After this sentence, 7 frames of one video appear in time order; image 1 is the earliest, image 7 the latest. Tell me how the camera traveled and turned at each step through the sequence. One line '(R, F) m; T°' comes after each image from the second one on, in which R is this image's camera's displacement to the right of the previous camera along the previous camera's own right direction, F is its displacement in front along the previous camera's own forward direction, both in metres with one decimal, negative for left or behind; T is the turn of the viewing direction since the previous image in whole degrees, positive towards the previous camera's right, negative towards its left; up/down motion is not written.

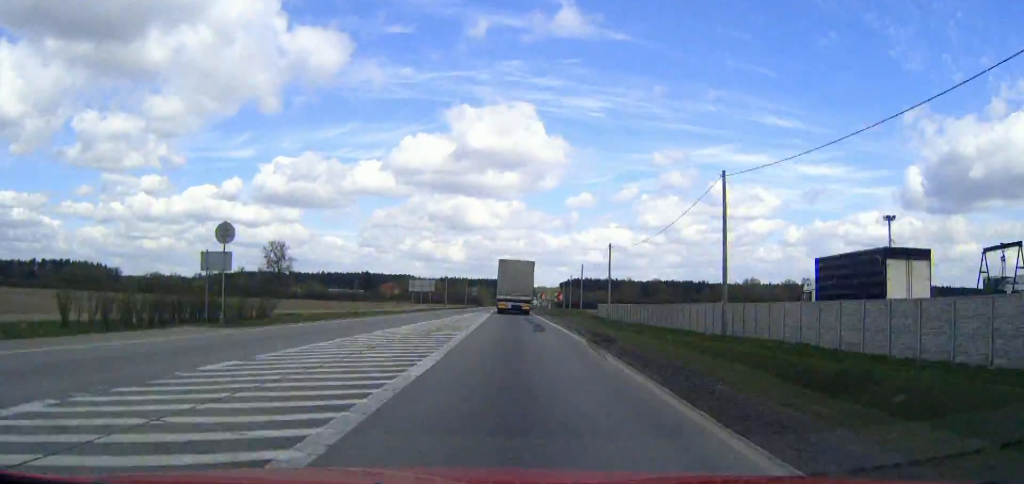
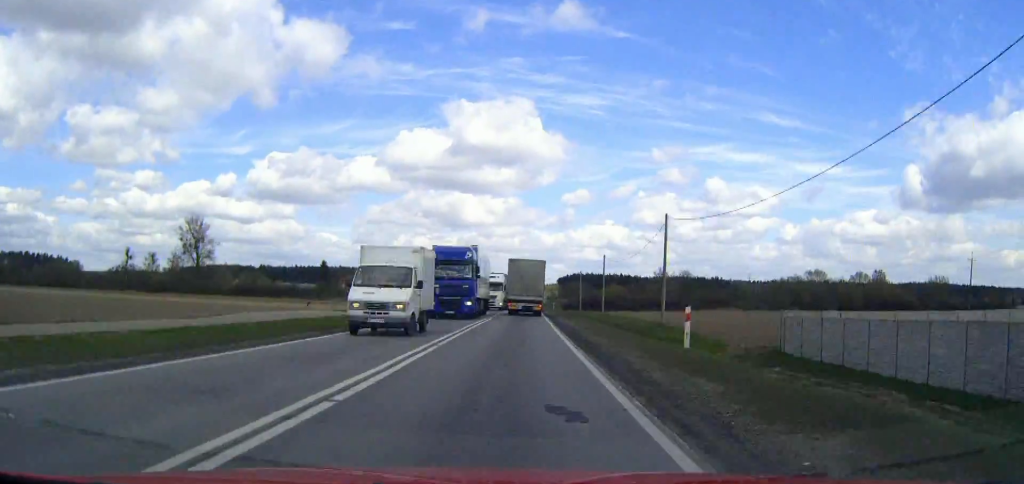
(+0.6, +77.7) m; +1°
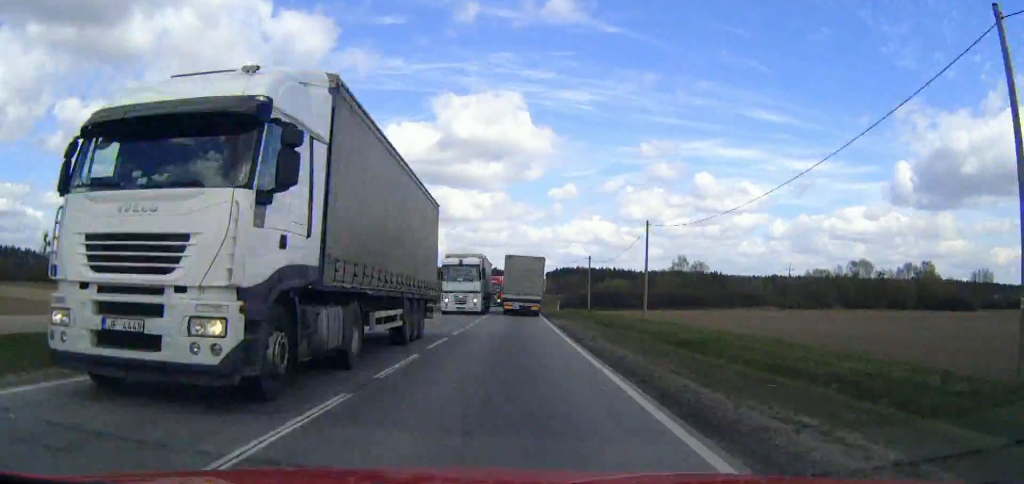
(+0.2, +42.8) m; +1°
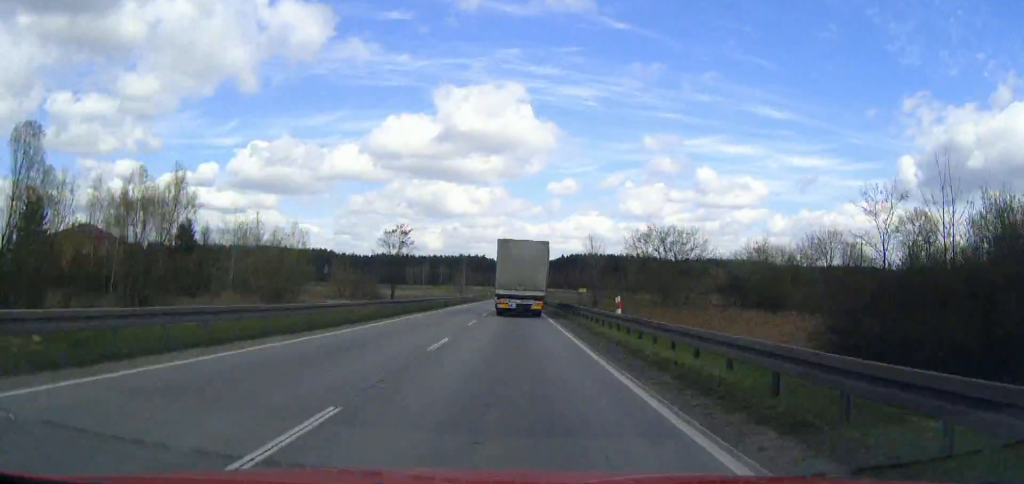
(+0.4, +149.0) m; 0°
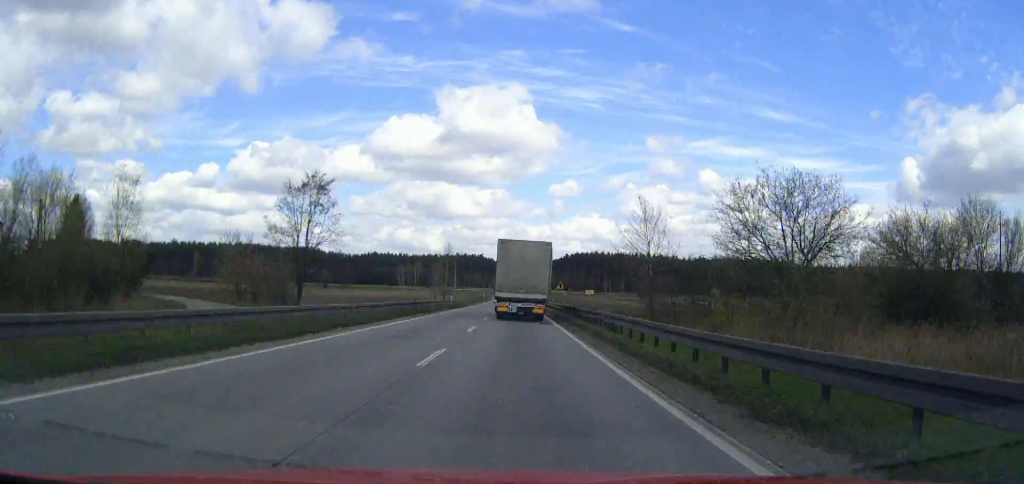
(0.0, +39.1) m; 0°
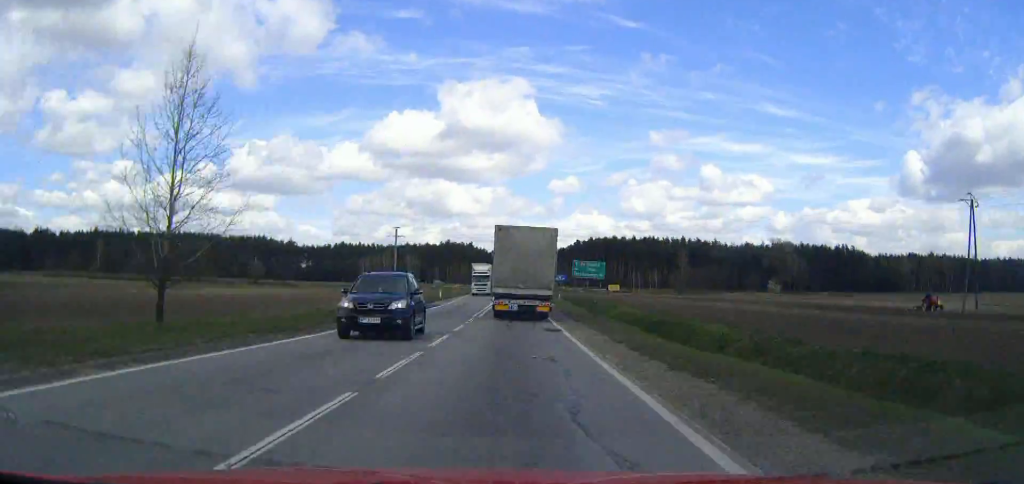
(+0.3, +99.1) m; 0°
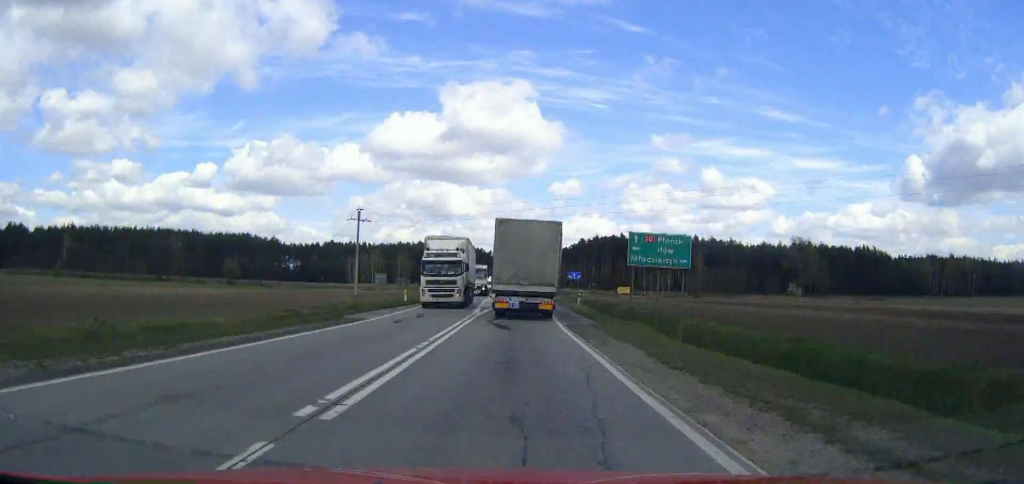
(+0.1, +25.8) m; 0°
